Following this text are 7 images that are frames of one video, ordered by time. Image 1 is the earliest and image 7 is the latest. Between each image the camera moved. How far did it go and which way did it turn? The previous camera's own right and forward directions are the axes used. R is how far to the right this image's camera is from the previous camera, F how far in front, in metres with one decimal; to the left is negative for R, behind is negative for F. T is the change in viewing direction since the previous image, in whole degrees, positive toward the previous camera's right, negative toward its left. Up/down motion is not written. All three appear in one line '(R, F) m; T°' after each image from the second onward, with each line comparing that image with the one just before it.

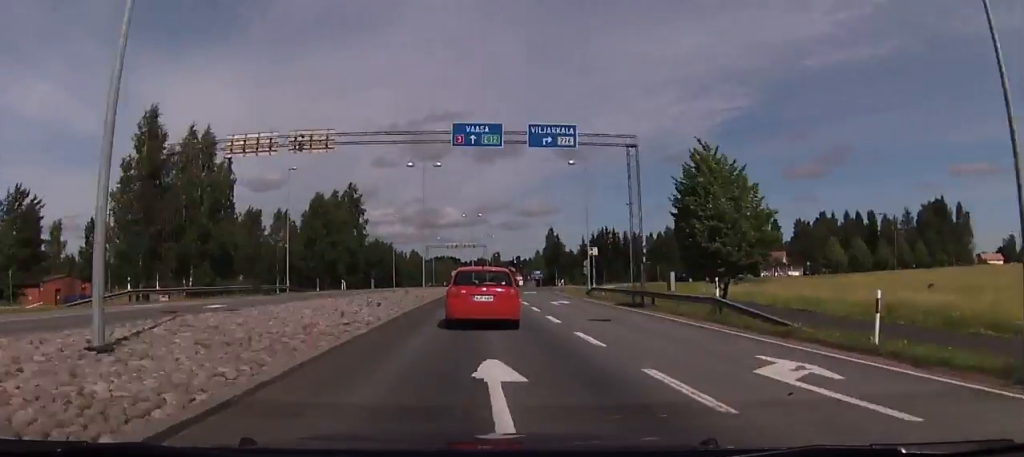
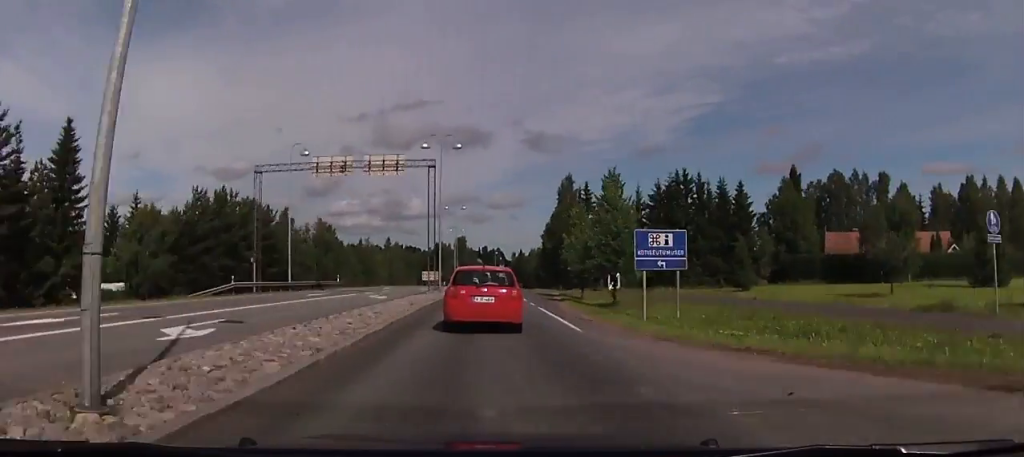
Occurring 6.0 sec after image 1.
(+2.4, +90.6) m; +2°
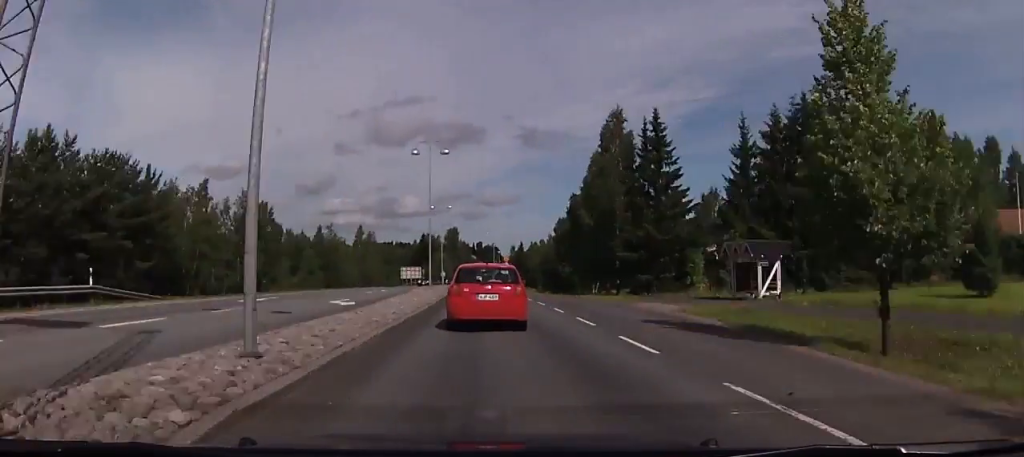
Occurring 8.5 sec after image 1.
(+0.2, +38.3) m; 0°
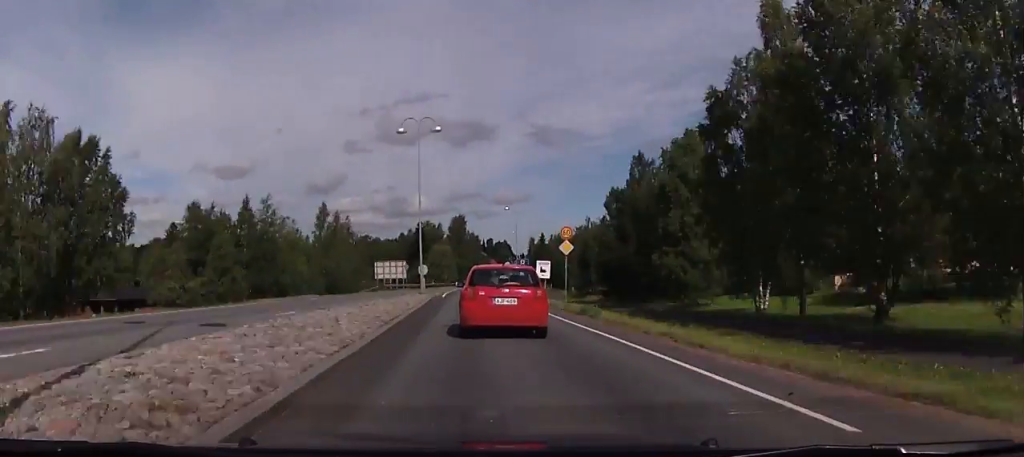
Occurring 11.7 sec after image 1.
(-0.4, +48.7) m; 0°
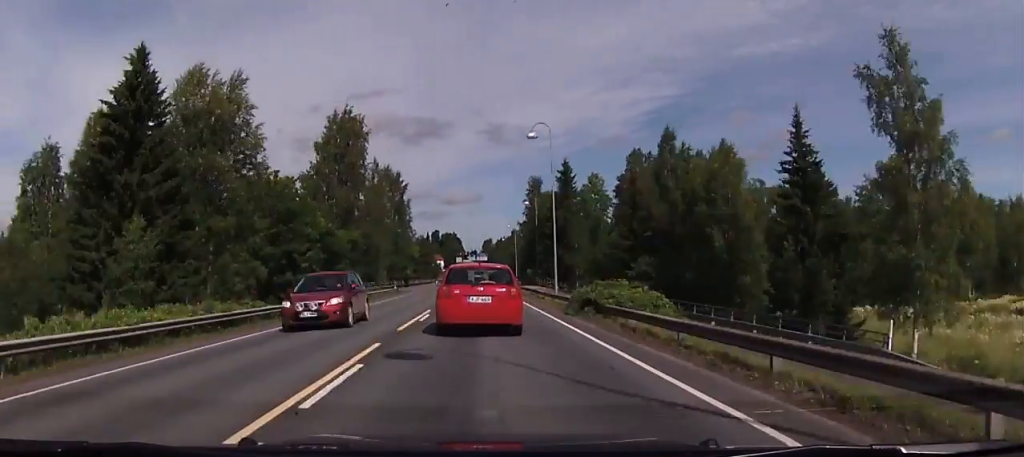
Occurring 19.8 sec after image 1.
(+4.4, +126.4) m; +4°
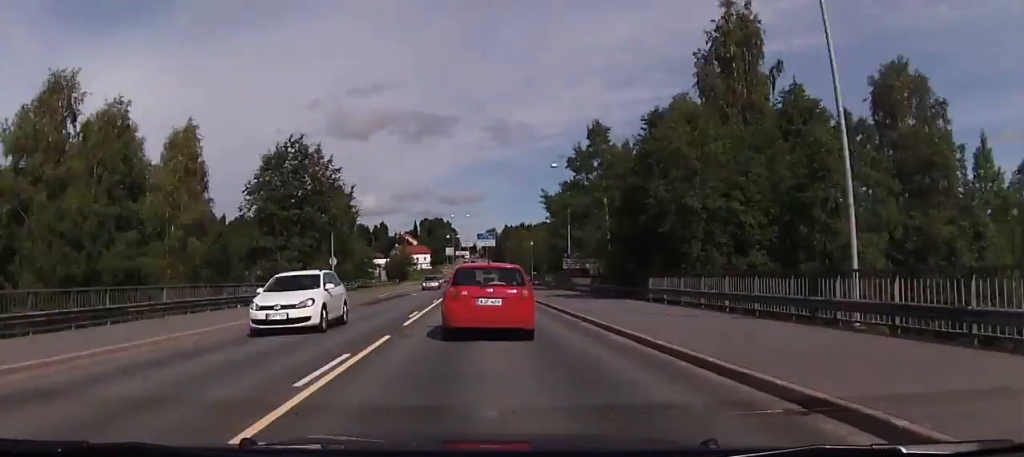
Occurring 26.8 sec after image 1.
(+1.1, +108.9) m; +1°
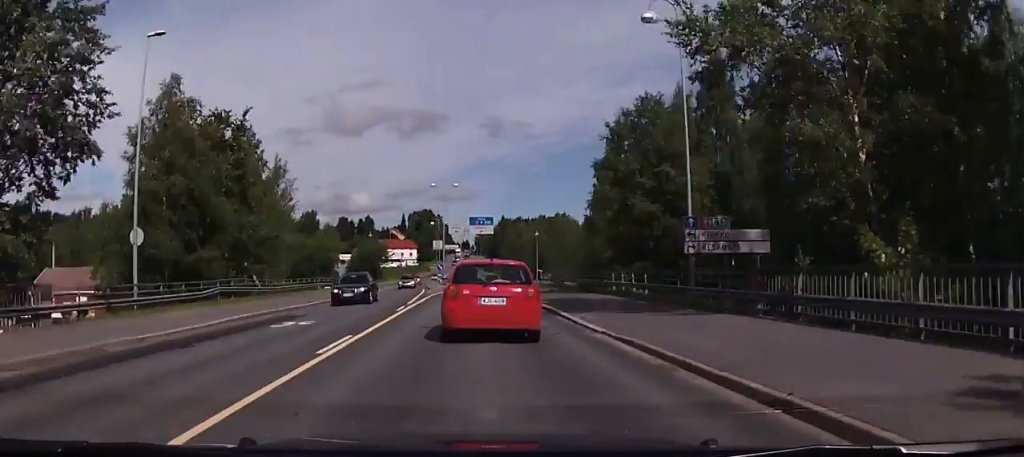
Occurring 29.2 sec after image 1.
(0.0, +36.1) m; +1°
